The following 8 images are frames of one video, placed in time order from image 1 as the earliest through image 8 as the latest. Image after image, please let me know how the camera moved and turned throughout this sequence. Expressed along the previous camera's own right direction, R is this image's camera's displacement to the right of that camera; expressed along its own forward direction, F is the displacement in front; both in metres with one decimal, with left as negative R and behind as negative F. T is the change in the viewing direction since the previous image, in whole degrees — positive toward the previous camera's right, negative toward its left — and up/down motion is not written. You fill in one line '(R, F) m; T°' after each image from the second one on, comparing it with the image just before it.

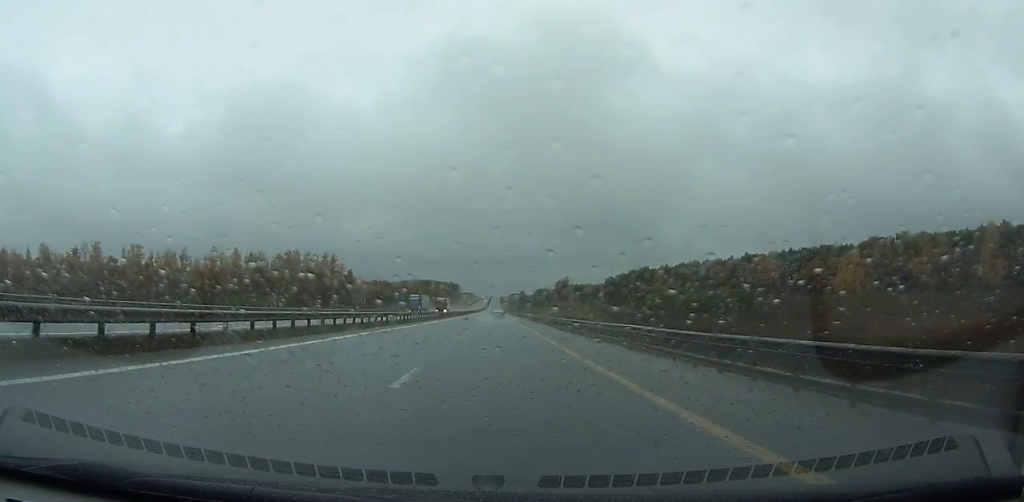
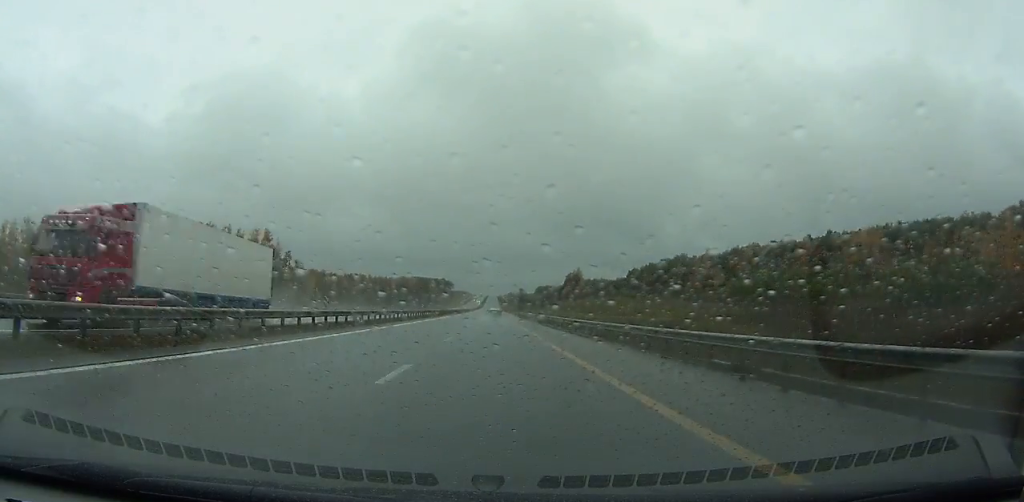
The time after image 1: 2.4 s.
(+0.1, +72.2) m; 0°
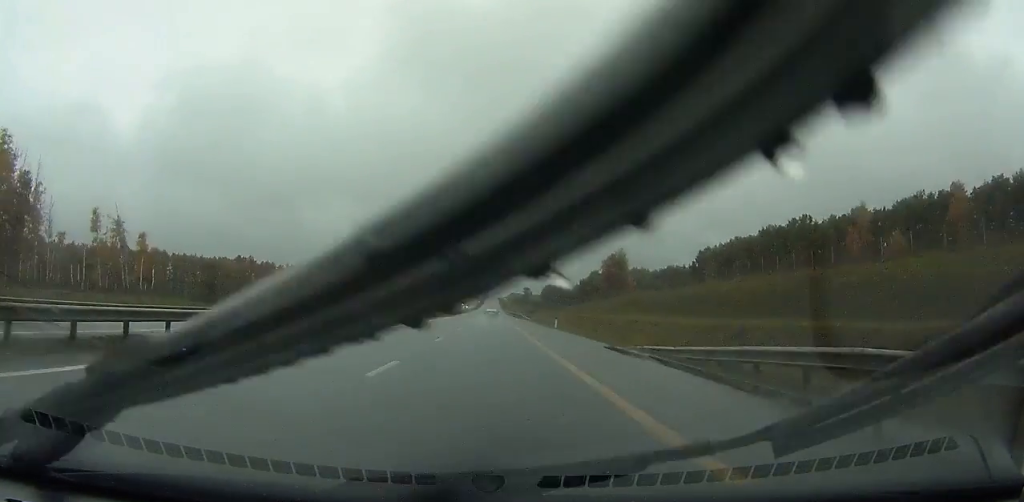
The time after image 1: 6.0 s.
(-0.2, +107.8) m; 0°
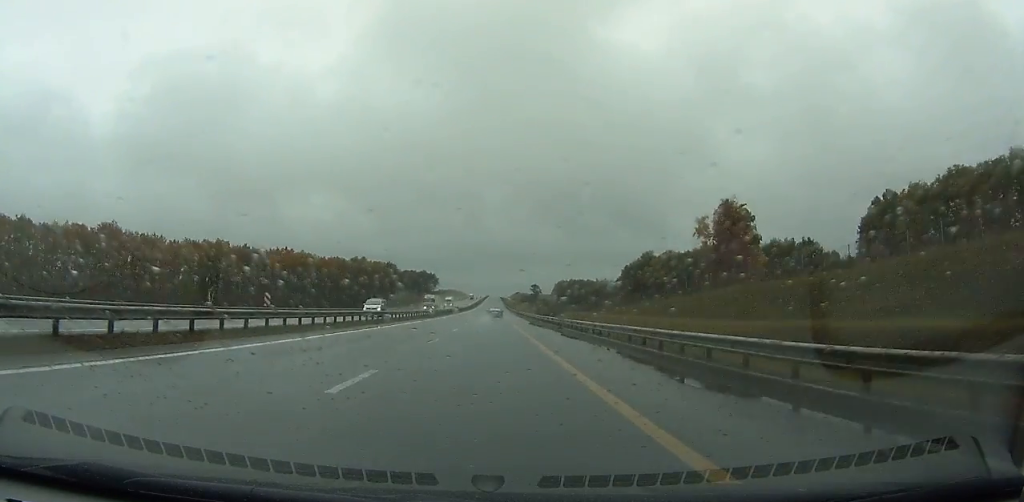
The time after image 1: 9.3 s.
(-0.1, +97.9) m; 0°
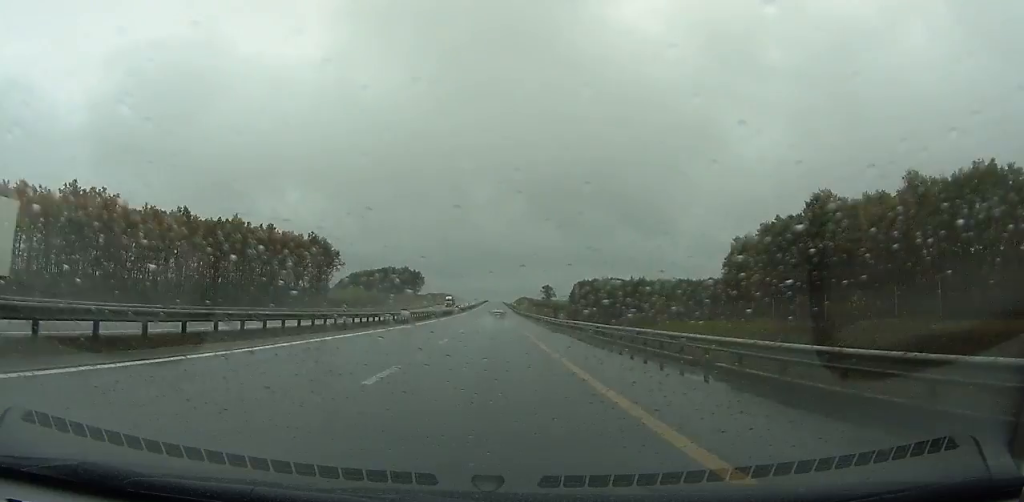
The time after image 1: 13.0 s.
(-0.2, +108.1) m; 0°
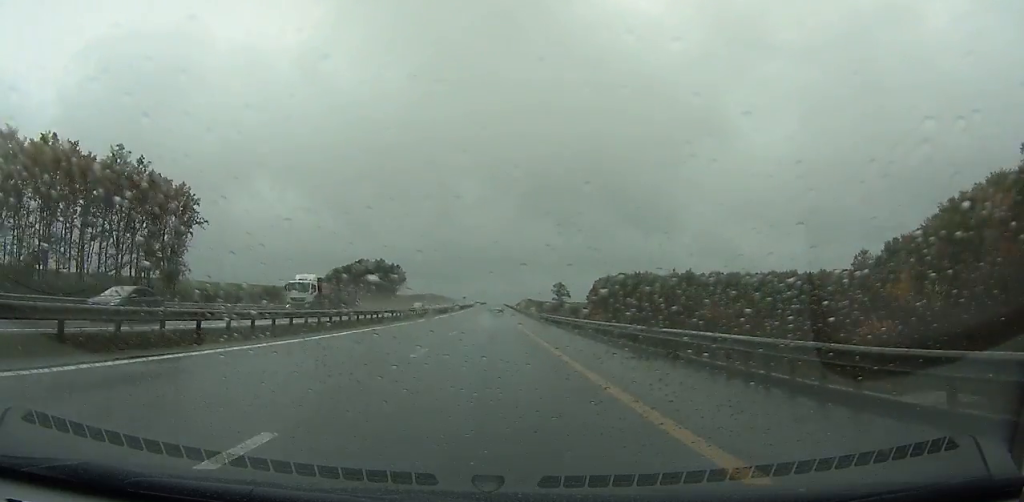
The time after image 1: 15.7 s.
(+0.1, +77.5) m; 0°
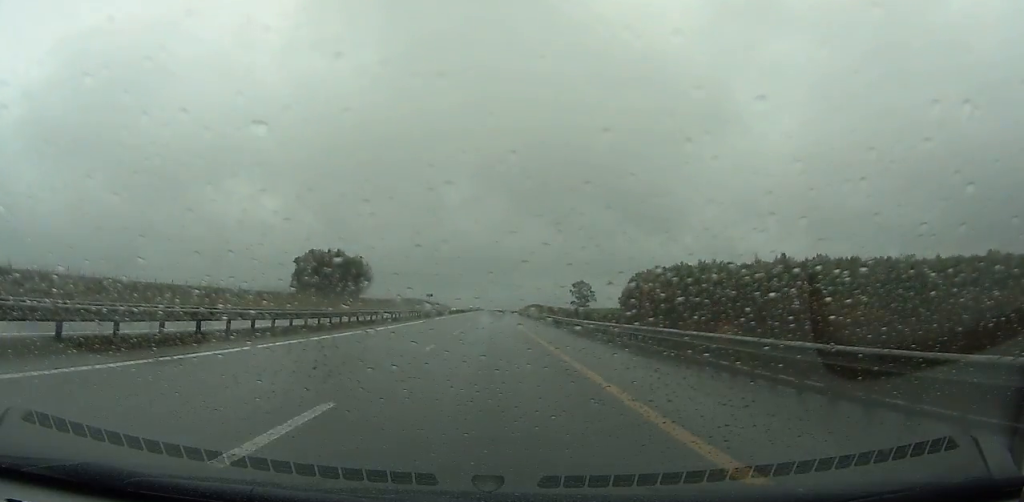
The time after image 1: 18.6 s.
(+0.3, +81.8) m; 0°
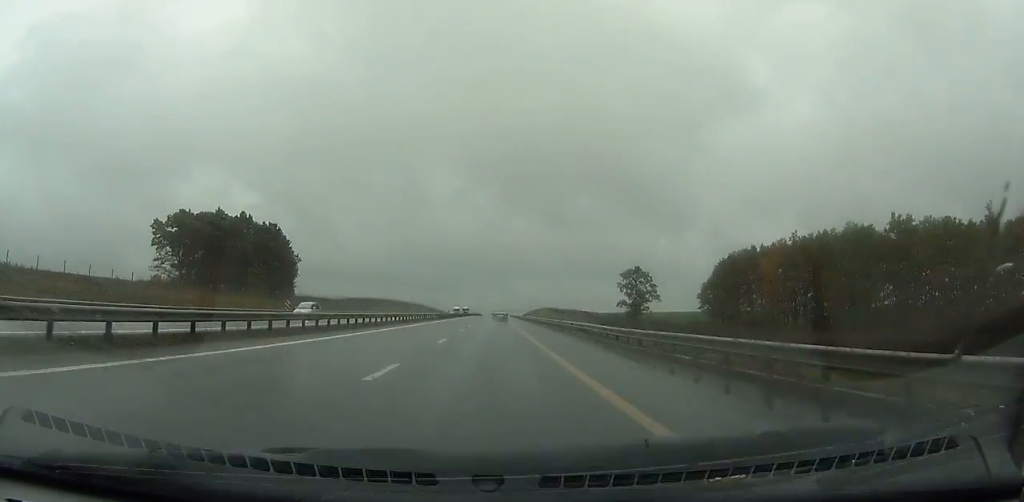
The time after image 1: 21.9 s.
(-0.1, +91.4) m; 0°
